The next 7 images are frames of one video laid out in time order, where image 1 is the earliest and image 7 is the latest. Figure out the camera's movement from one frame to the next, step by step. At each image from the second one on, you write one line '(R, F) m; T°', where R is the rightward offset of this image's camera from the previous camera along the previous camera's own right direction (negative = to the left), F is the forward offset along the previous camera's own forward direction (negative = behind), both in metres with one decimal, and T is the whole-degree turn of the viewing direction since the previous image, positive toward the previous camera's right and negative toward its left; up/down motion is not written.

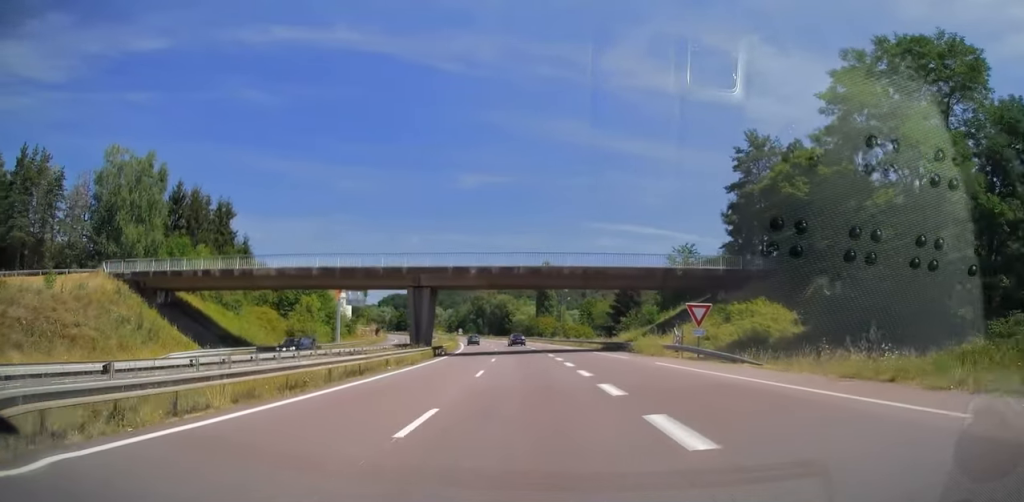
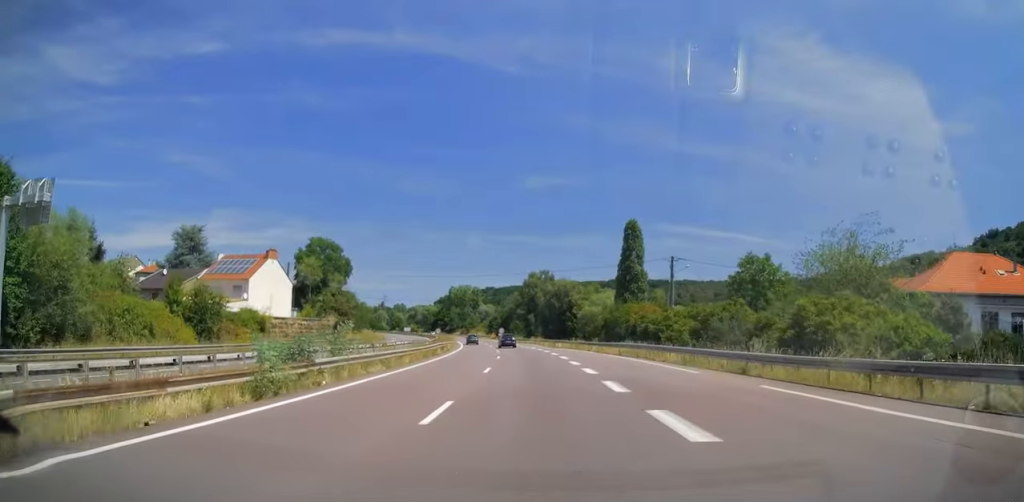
(-4.0, +63.7) m; -7°
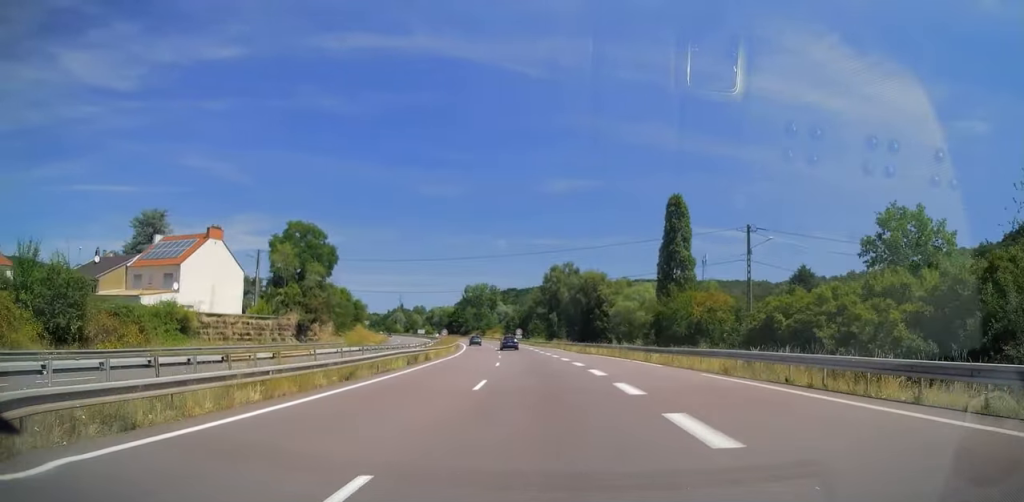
(-0.7, +19.6) m; -2°
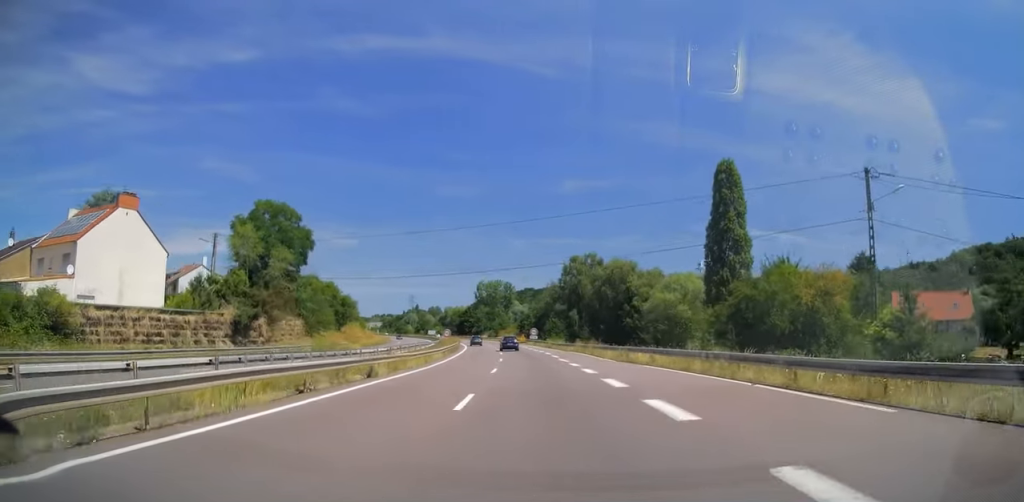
(-0.2, +17.2) m; -1°
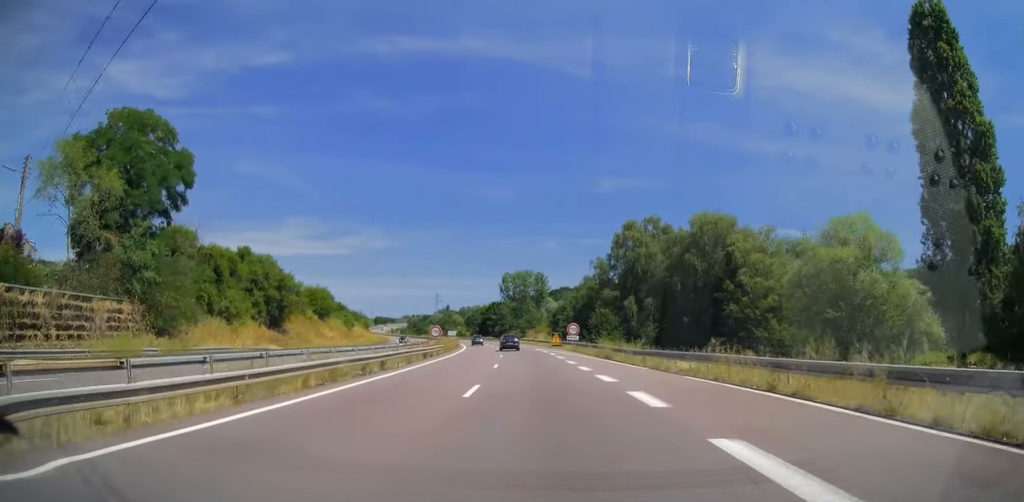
(-0.8, +36.7) m; -4°
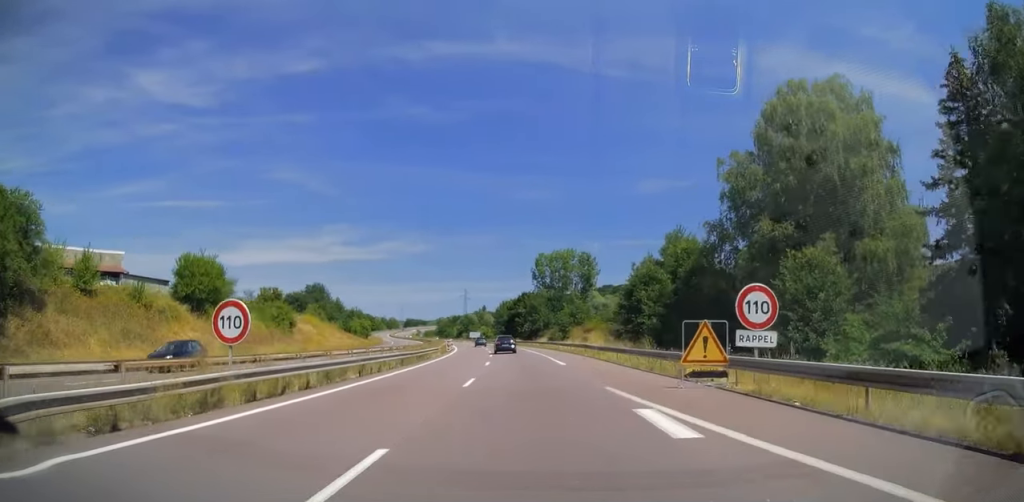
(-2.5, +48.0) m; -5°
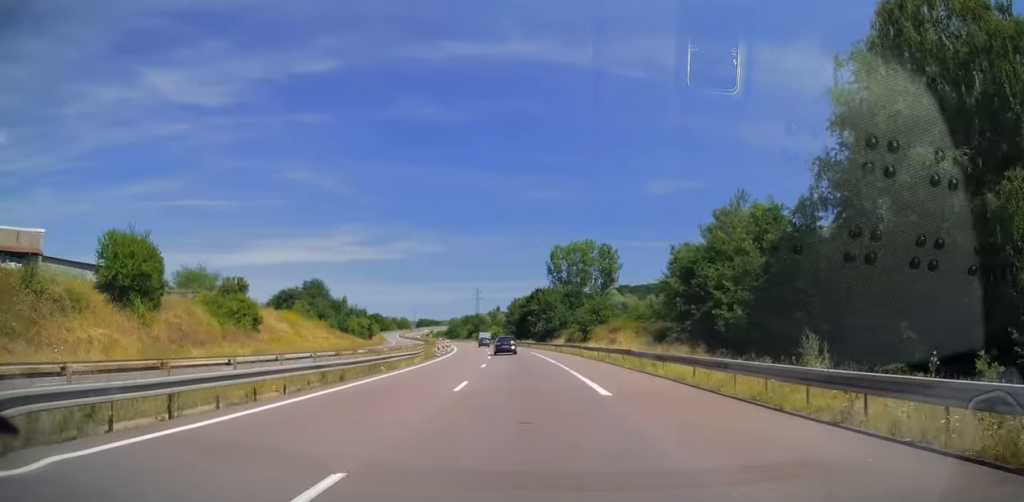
(-0.1, +14.3) m; -1°
